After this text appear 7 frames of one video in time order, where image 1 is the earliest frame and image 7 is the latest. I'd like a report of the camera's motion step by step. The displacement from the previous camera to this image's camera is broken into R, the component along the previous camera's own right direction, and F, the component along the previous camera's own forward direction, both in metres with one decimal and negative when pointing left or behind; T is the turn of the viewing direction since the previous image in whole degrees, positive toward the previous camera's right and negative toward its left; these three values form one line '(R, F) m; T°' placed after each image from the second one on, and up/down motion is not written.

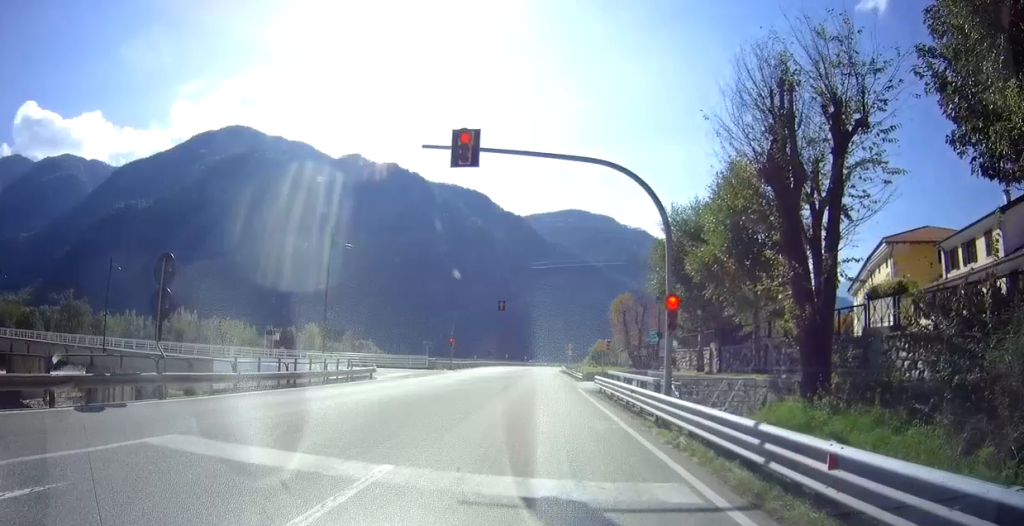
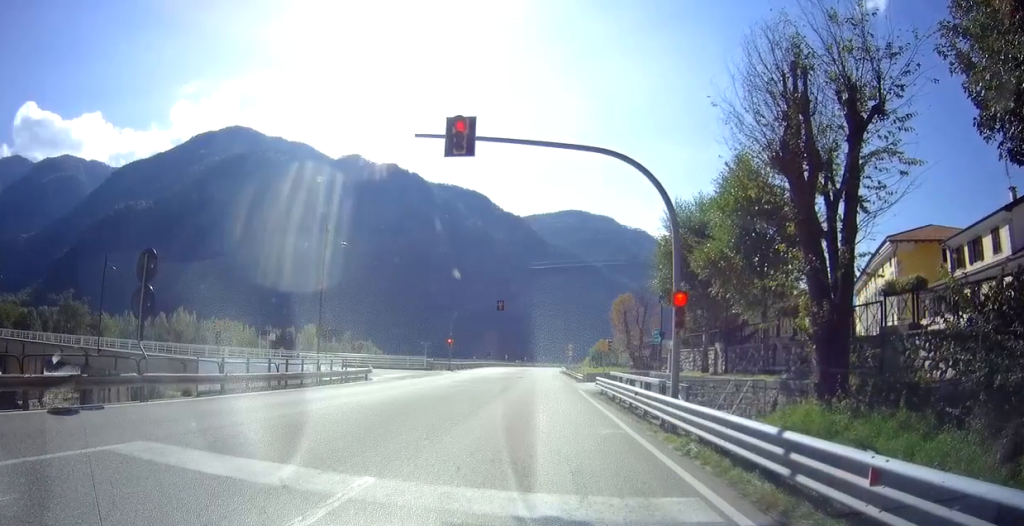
(+0.3, +0.6) m; 0°
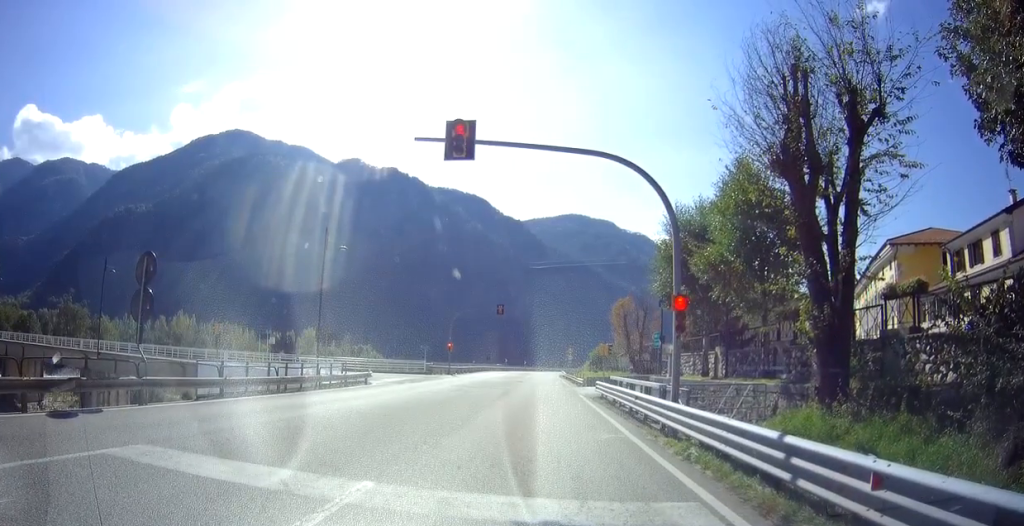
(+0.2, +0.1) m; 0°
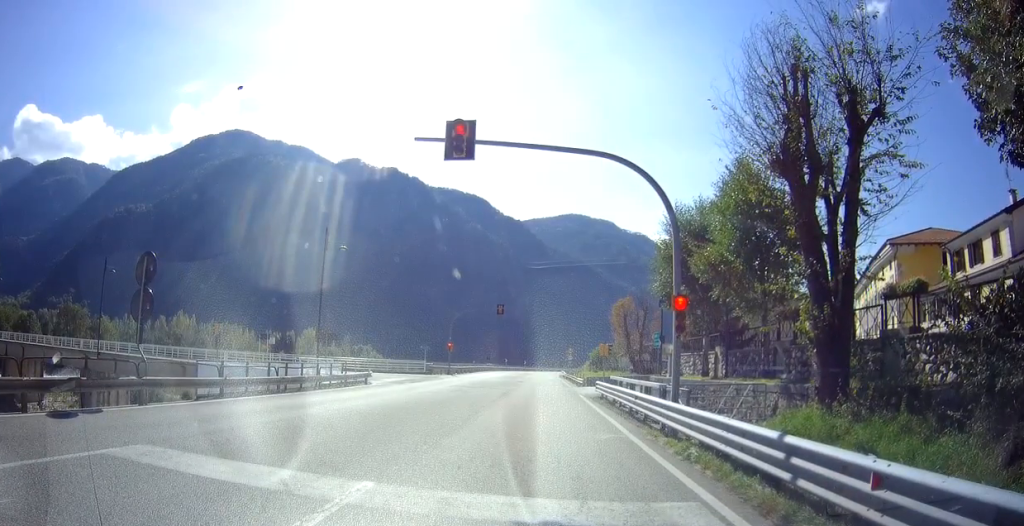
(0.0, 0.0) m; 0°
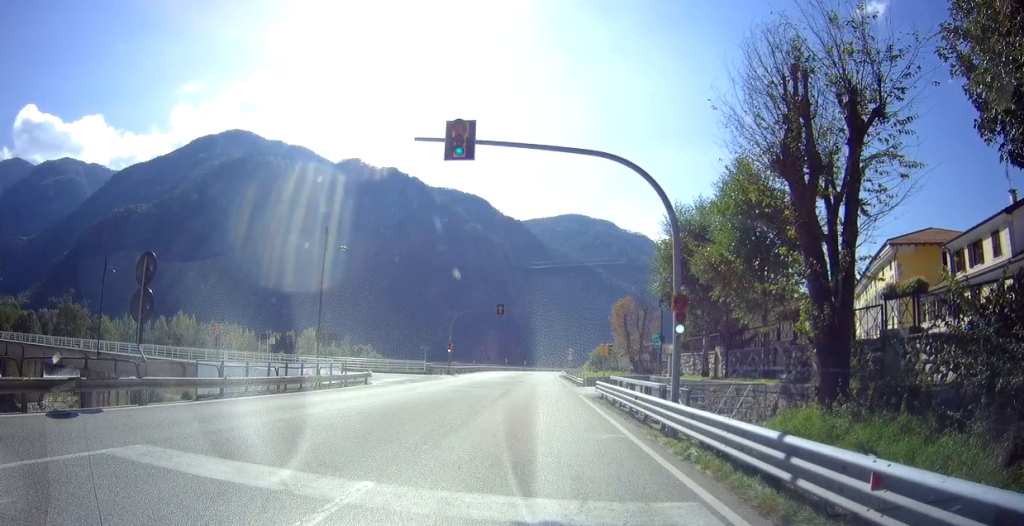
(0.0, 0.0) m; 0°
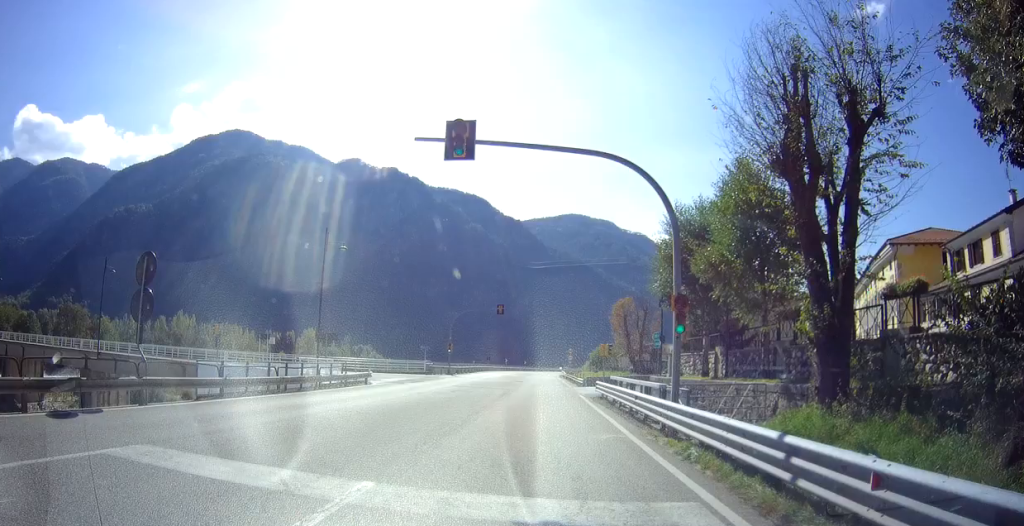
(0.0, 0.0) m; 0°
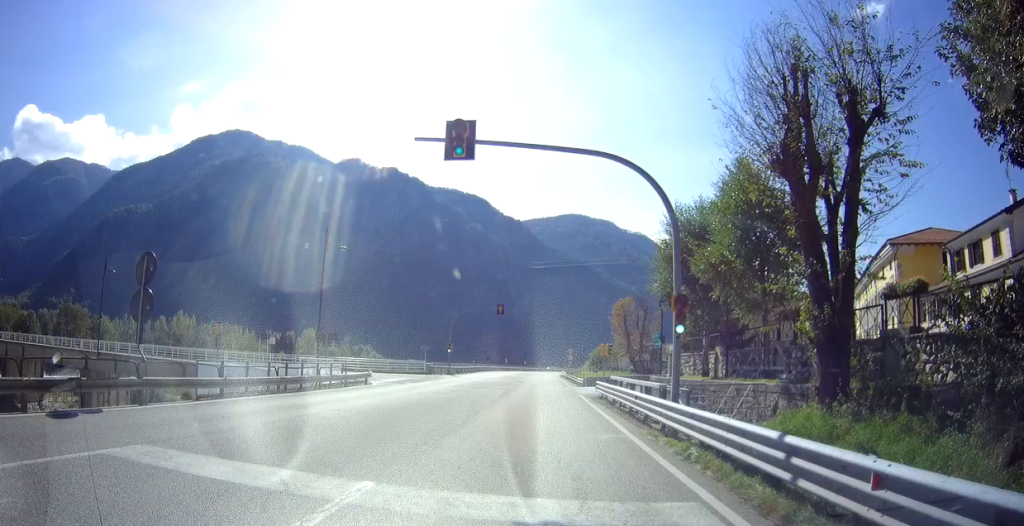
(0.0, +0.1) m; 0°
